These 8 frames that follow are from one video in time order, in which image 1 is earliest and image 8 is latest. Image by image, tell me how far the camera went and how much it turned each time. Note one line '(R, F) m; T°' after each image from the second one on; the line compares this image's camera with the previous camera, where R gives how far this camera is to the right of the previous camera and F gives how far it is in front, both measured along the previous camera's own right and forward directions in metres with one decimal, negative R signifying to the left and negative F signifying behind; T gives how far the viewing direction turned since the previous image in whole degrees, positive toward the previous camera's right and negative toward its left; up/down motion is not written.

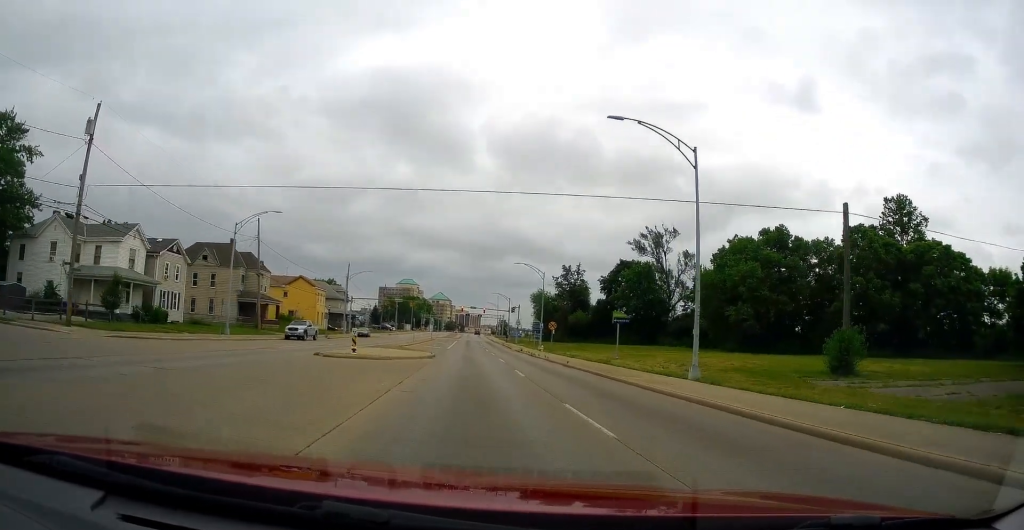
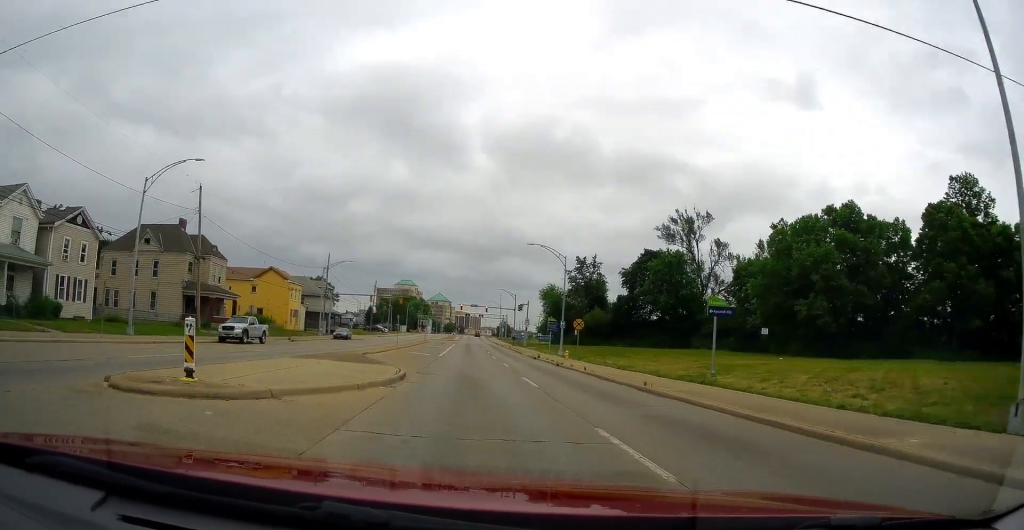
(-0.1, +15.8) m; -1°
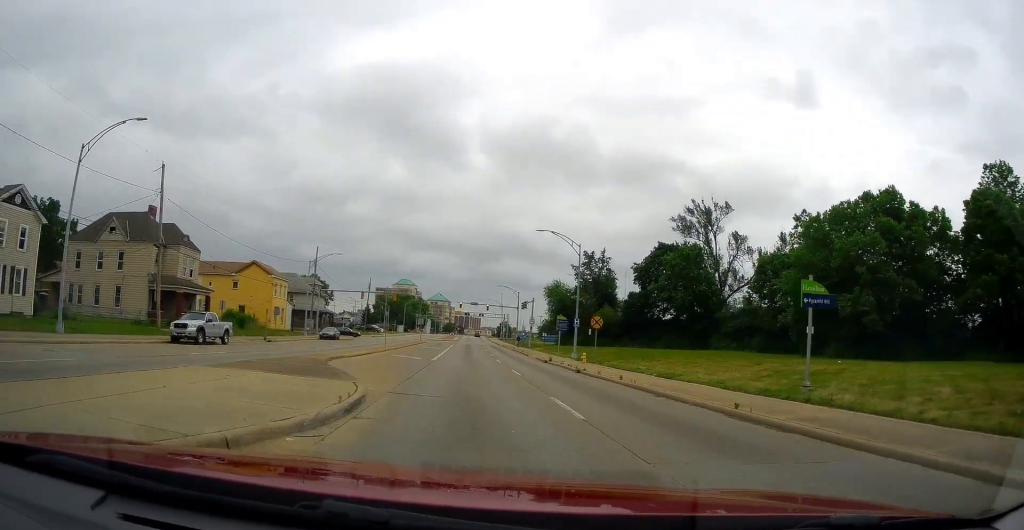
(+0.3, +7.3) m; -1°
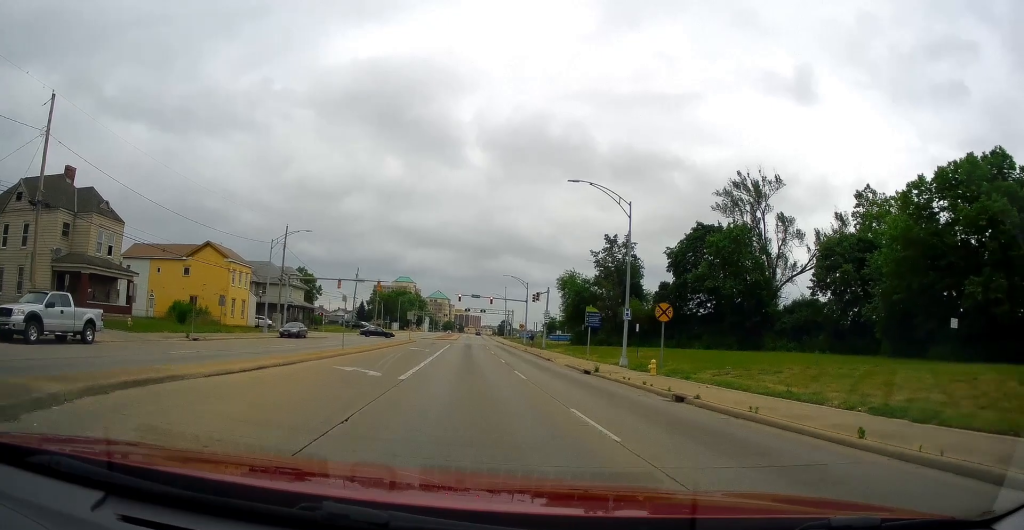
(-0.6, +14.9) m; +1°
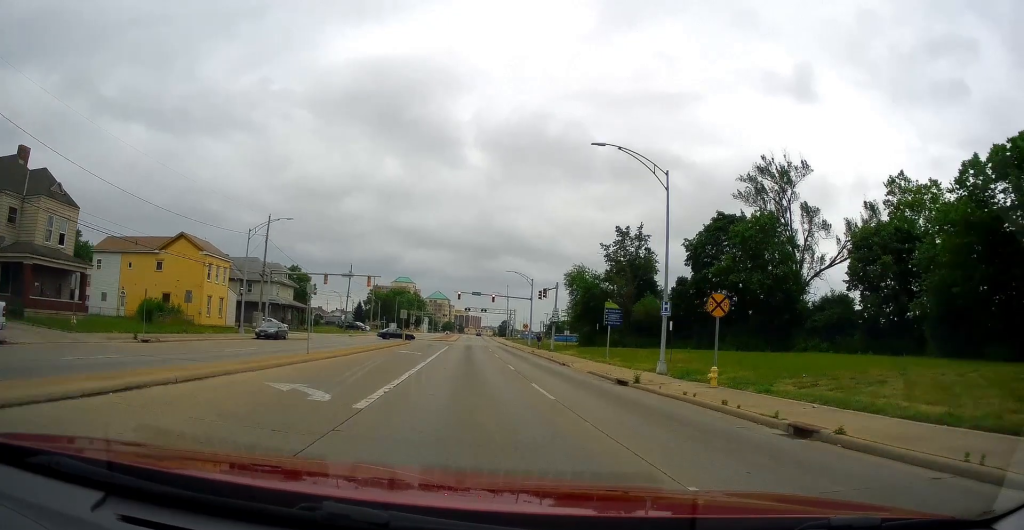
(+0.4, +6.5) m; +1°
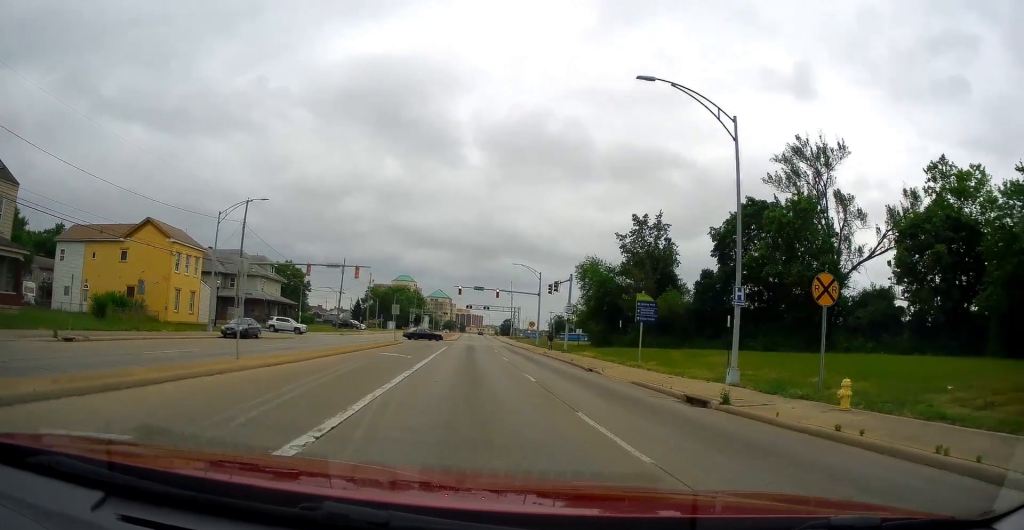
(+0.1, +7.4) m; -1°
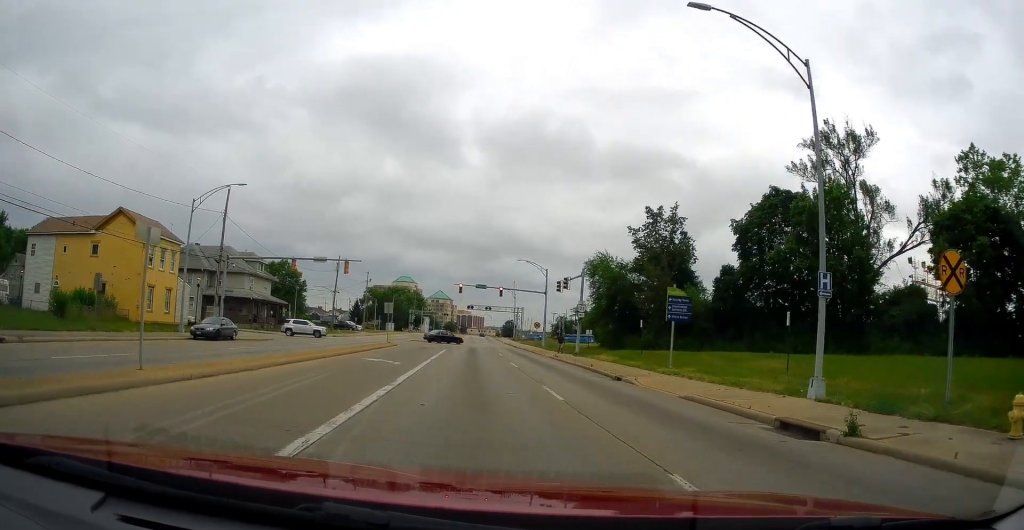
(0.0, +5.2) m; -2°
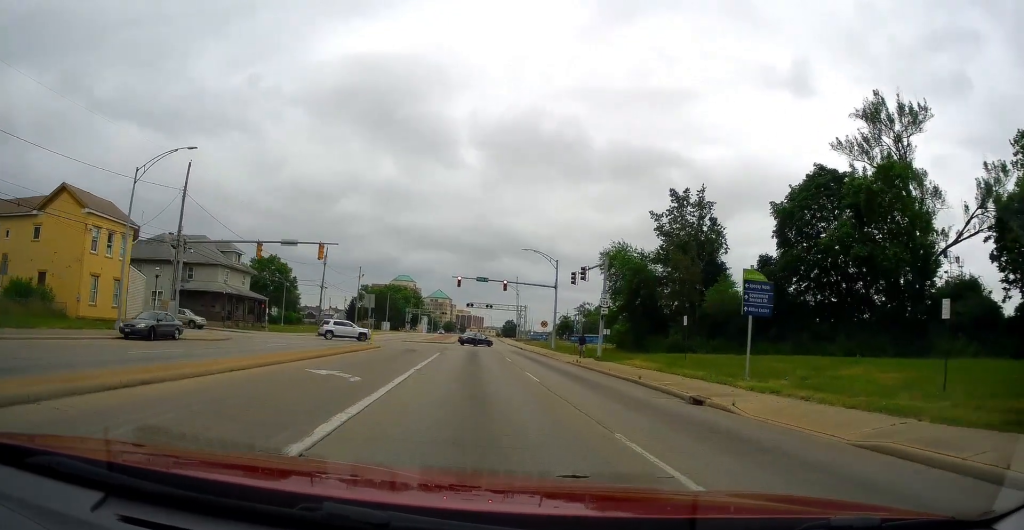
(-0.3, +8.6) m; +1°
